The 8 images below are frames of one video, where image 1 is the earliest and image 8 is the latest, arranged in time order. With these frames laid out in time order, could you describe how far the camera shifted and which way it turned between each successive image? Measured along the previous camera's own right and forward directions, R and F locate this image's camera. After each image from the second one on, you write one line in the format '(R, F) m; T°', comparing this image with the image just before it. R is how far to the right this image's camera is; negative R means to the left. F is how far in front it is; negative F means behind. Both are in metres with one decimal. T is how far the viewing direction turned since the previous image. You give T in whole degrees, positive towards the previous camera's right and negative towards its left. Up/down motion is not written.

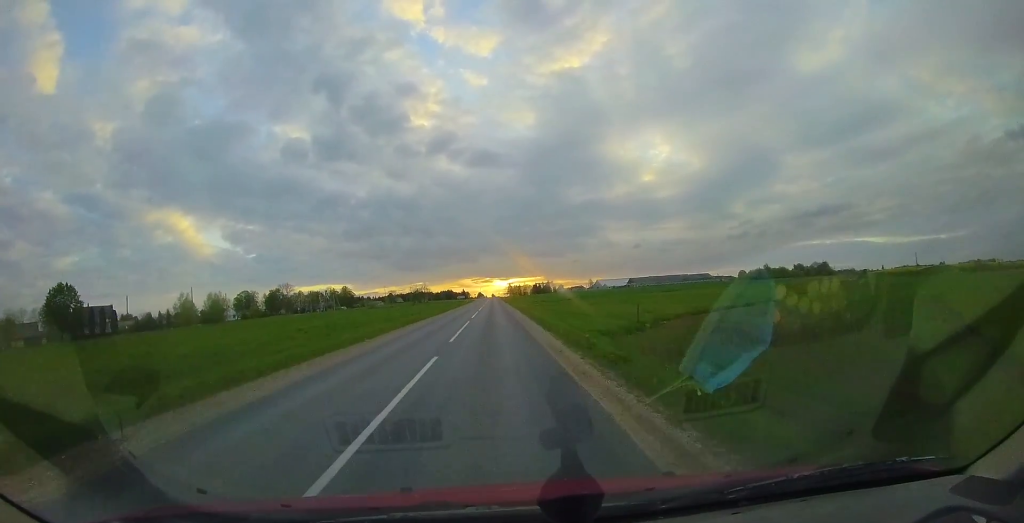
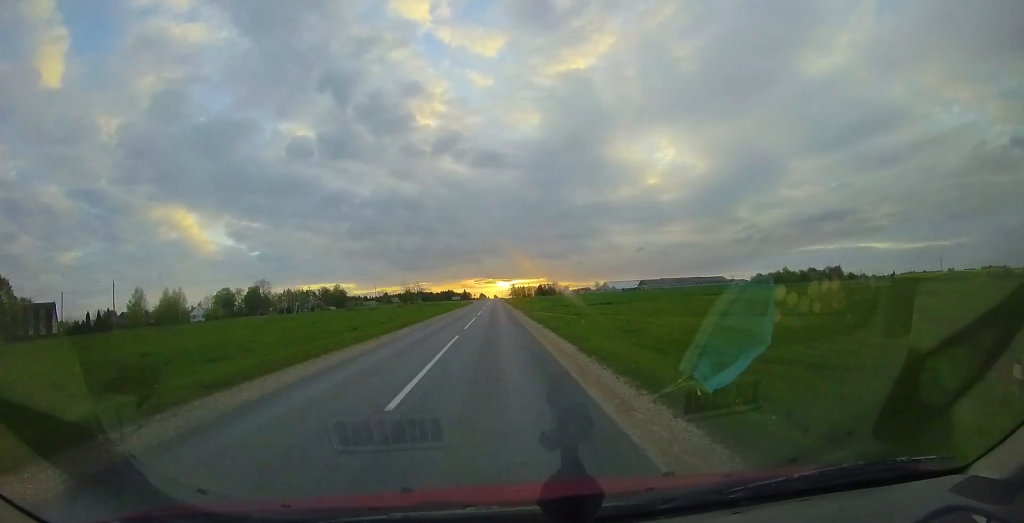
(-0.2, +19.5) m; -1°
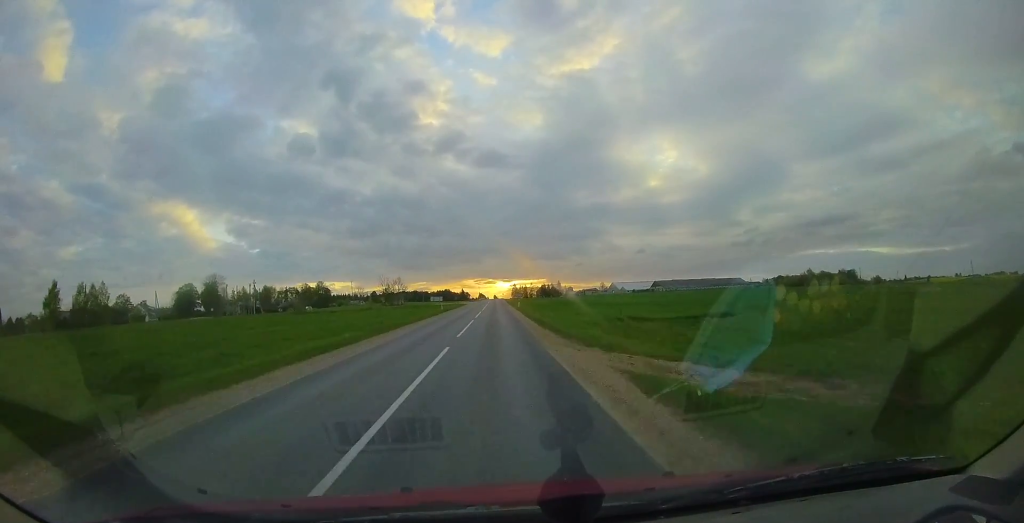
(0.0, +27.9) m; 0°
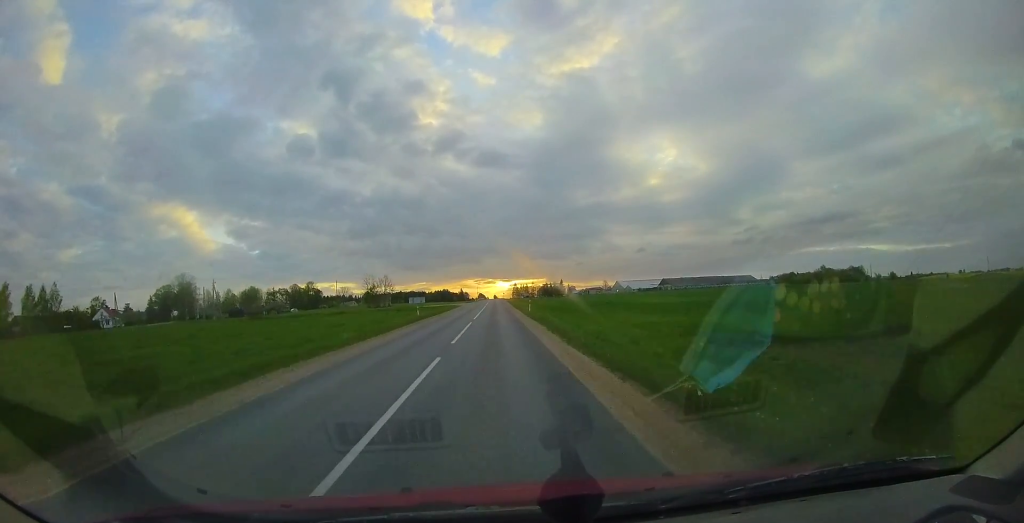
(-0.1, +14.1) m; 0°
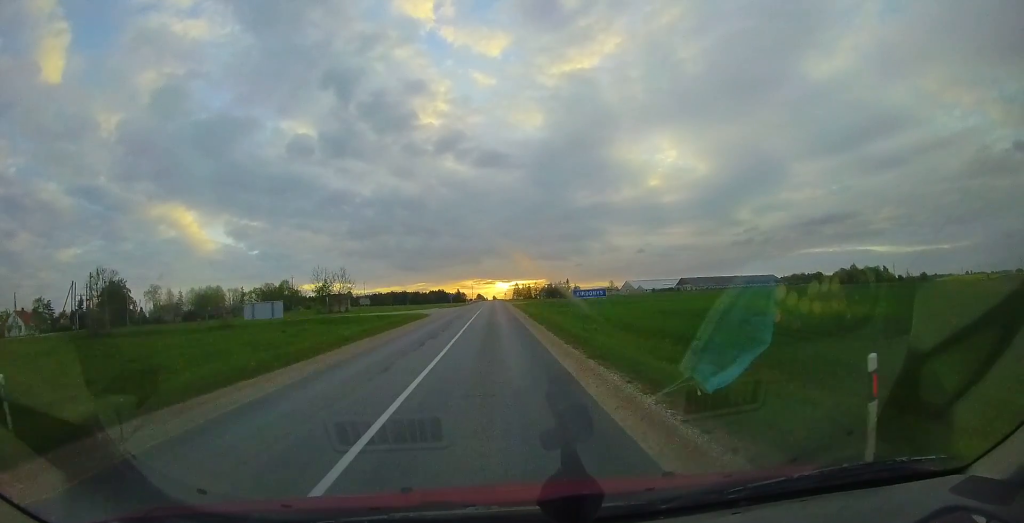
(0.0, +28.4) m; +1°
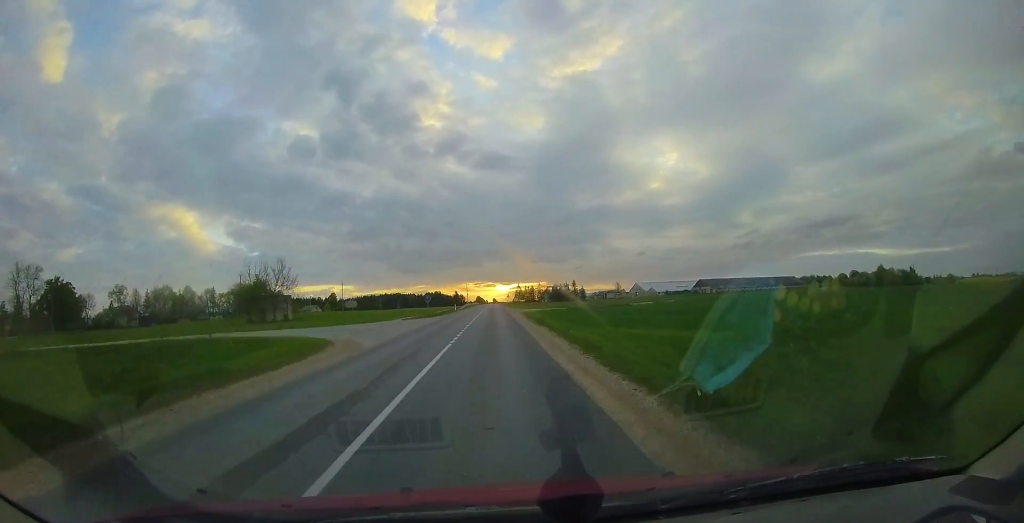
(+0.4, +22.7) m; 0°
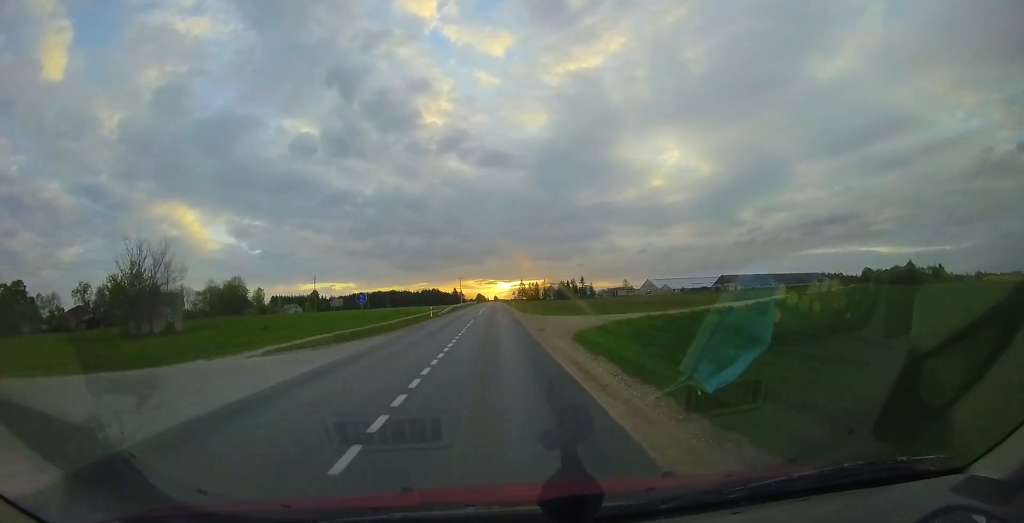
(-0.4, +21.6) m; 0°
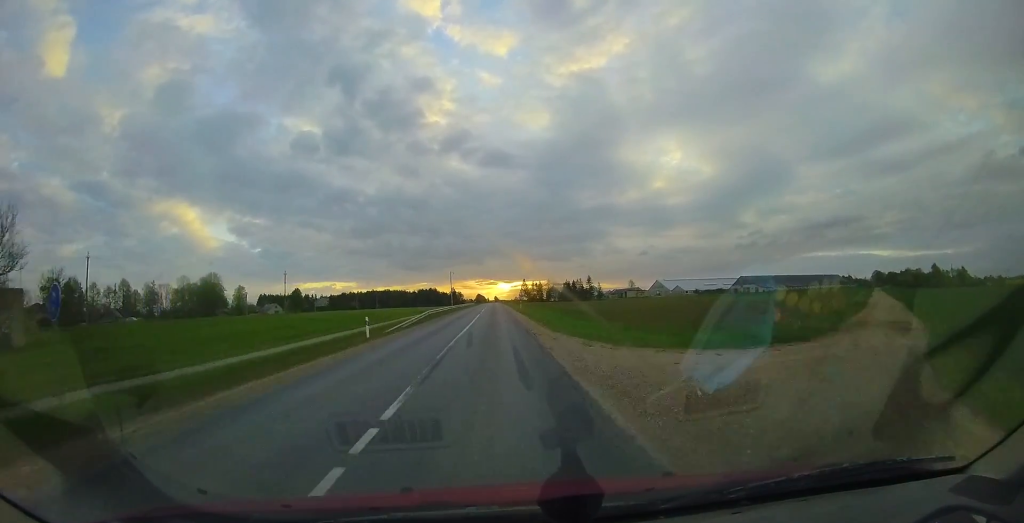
(+0.3, +17.0) m; 0°
